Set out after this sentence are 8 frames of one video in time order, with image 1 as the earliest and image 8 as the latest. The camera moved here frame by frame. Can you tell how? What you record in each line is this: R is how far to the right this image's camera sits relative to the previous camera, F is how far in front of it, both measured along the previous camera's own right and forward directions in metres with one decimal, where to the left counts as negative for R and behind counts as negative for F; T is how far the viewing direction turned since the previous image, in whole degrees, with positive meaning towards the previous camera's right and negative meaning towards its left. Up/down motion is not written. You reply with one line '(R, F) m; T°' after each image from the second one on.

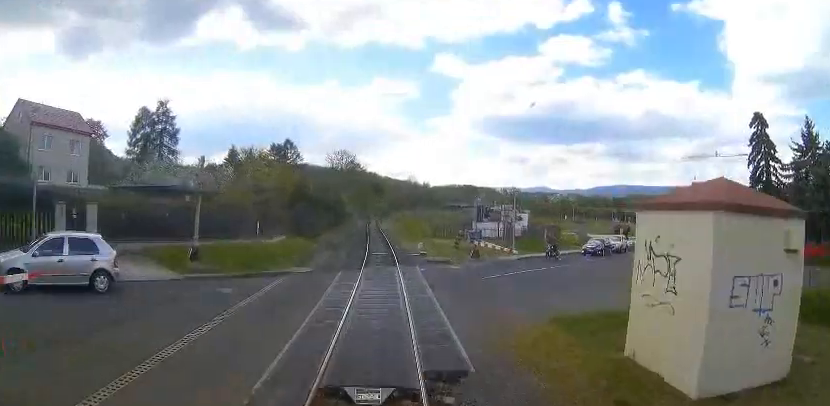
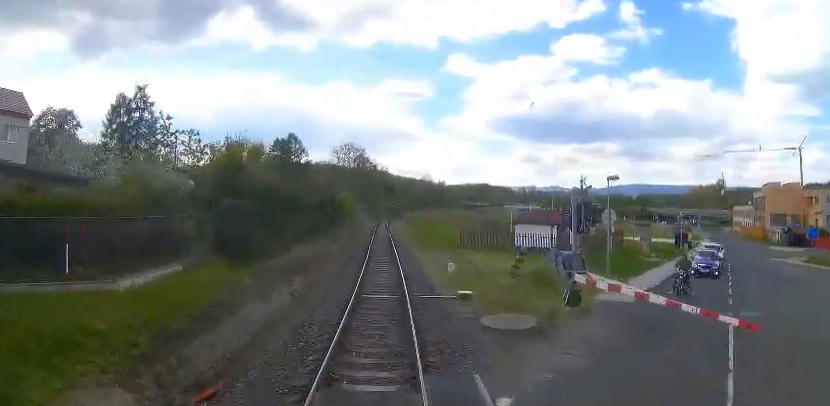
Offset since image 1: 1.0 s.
(-0.3, +12.5) m; -2°
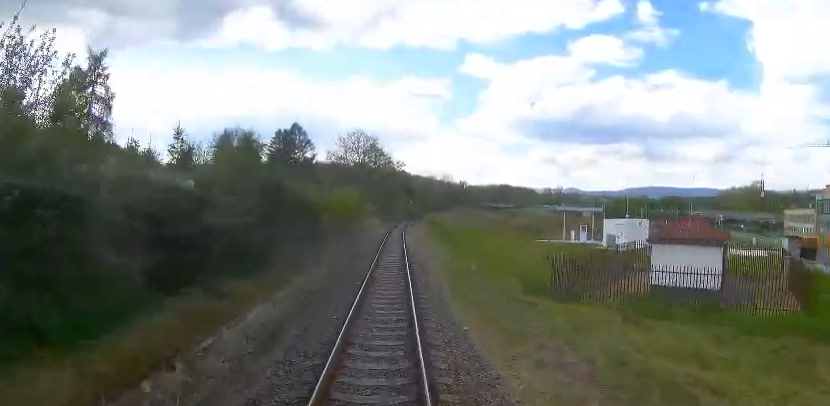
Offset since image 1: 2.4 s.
(+0.2, +17.7) m; -2°
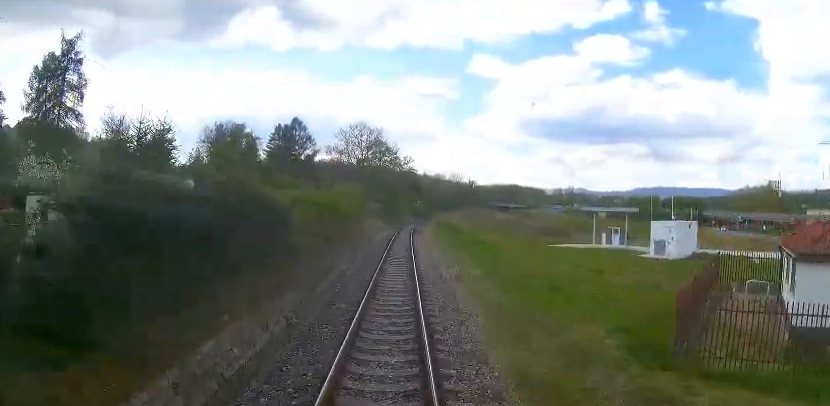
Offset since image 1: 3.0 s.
(-0.4, +7.6) m; 0°
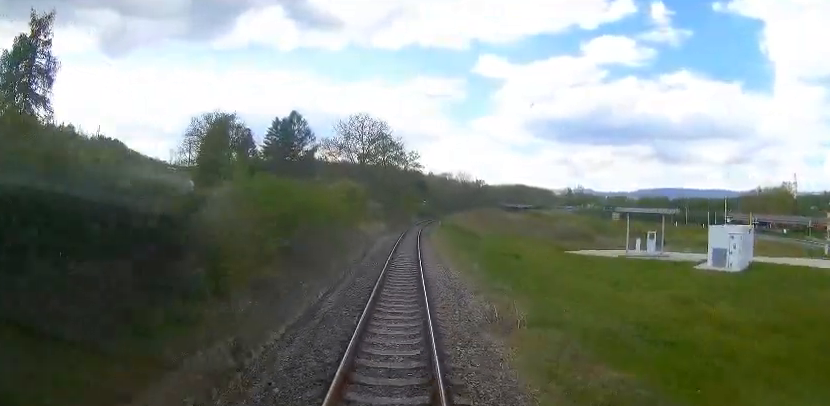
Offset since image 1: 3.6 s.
(-0.6, +7.2) m; 0°
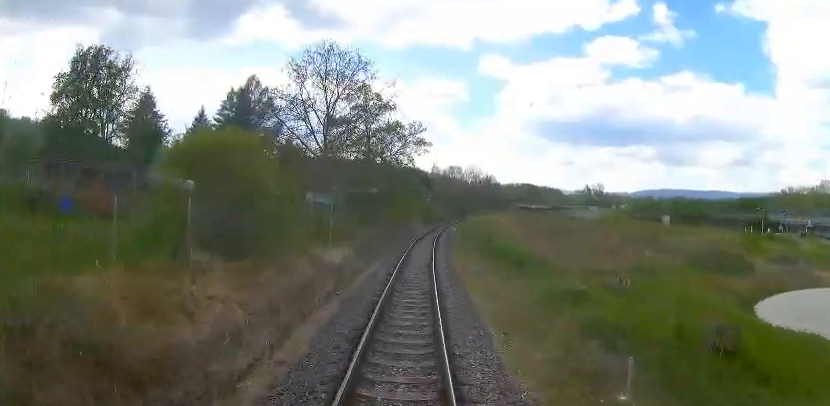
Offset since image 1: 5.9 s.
(0.0, +30.1) m; -1°
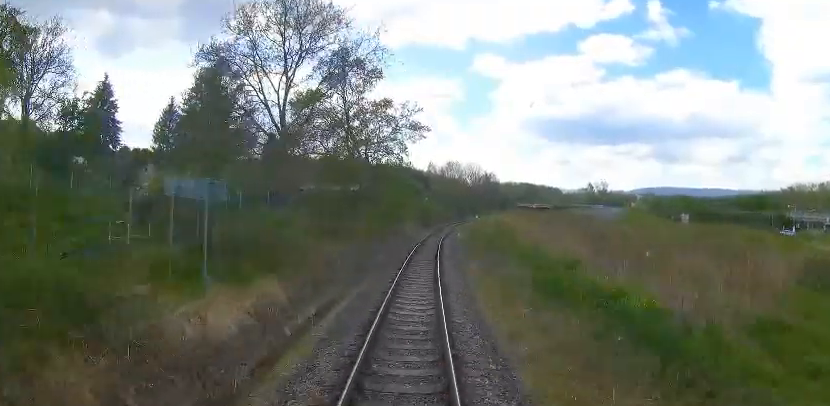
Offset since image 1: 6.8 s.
(+0.3, +11.1) m; +1°
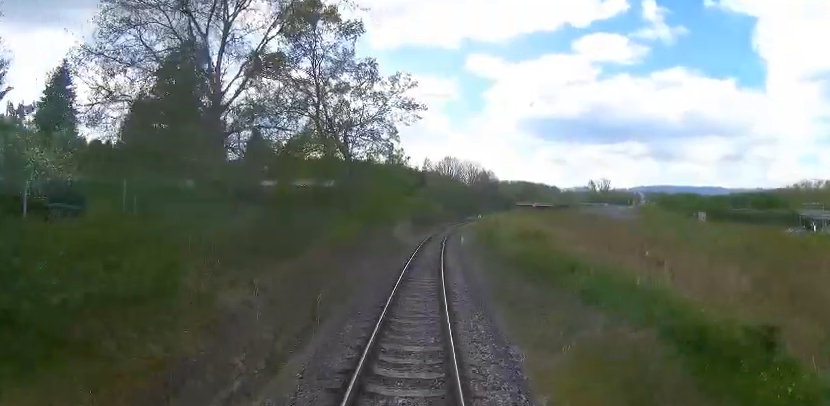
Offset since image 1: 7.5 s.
(-0.1, +9.0) m; 0°
